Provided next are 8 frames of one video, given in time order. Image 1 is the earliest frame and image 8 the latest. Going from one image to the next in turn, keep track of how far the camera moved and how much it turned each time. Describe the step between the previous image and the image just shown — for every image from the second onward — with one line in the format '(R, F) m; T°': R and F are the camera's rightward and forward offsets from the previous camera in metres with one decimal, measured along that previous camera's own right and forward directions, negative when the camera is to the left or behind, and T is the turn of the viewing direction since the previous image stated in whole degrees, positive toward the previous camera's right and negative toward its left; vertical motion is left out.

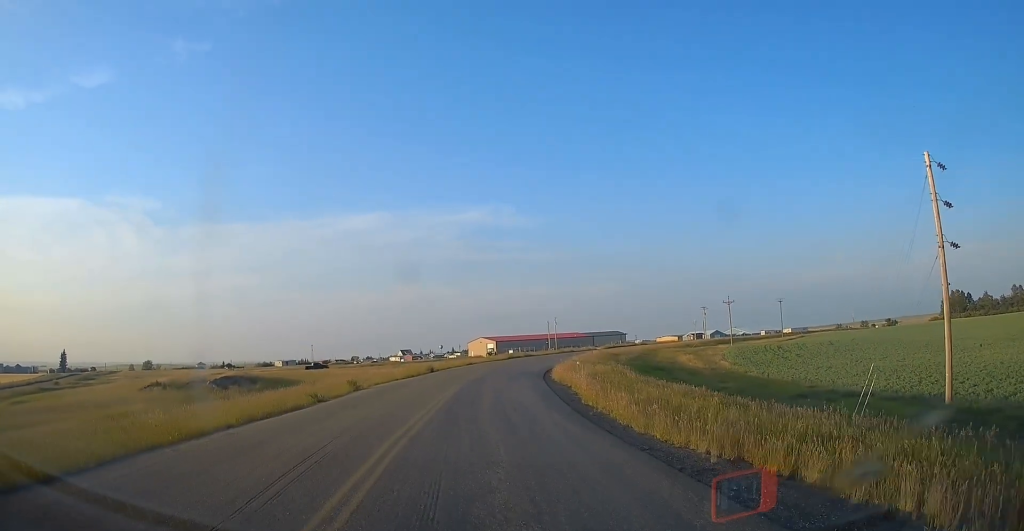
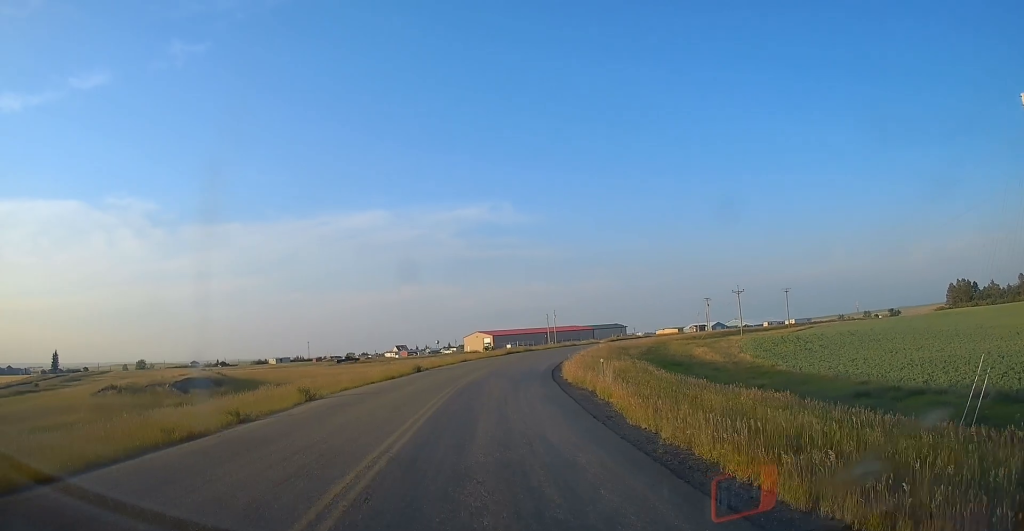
(0.0, +7.5) m; +2°
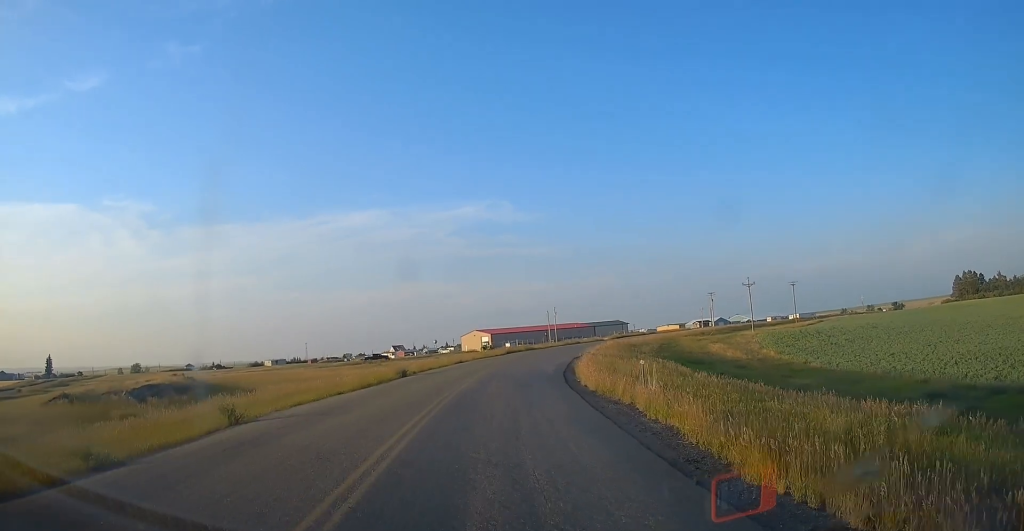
(+0.4, +6.7) m; 0°
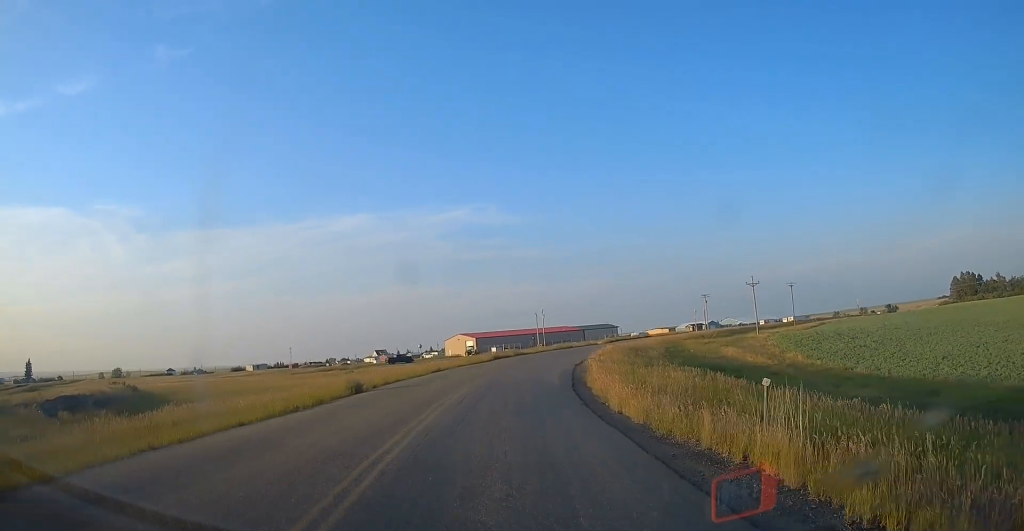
(-0.5, +8.9) m; -1°
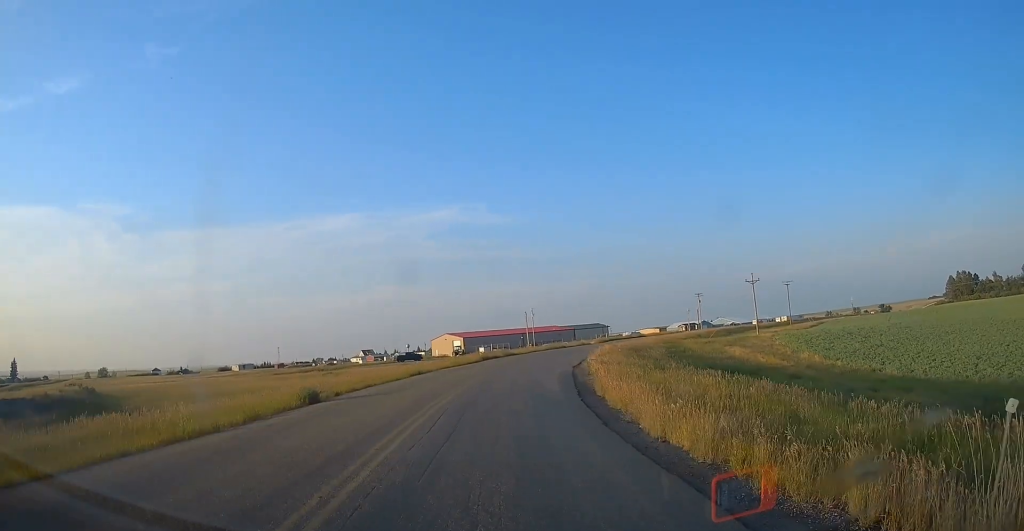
(+0.1, +5.1) m; +3°
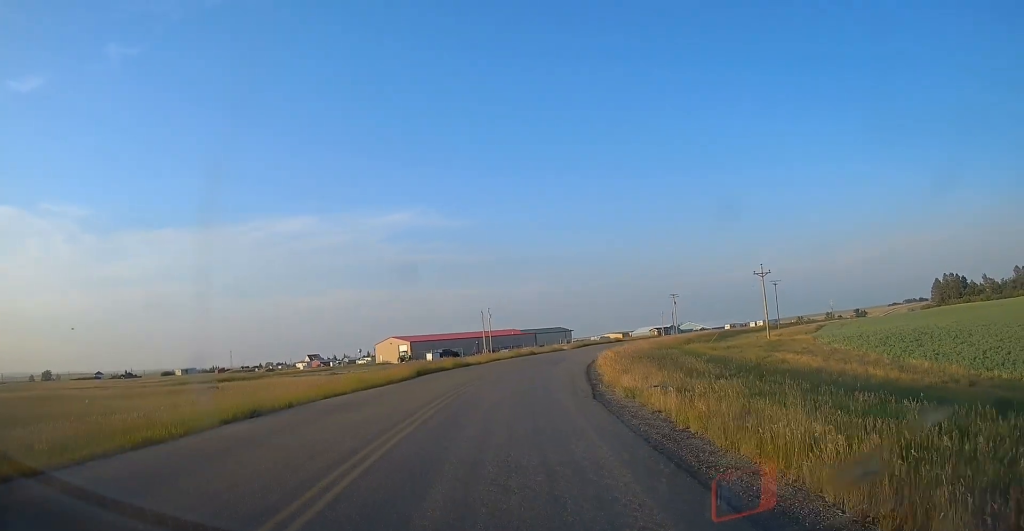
(+1.4, +21.3) m; +5°
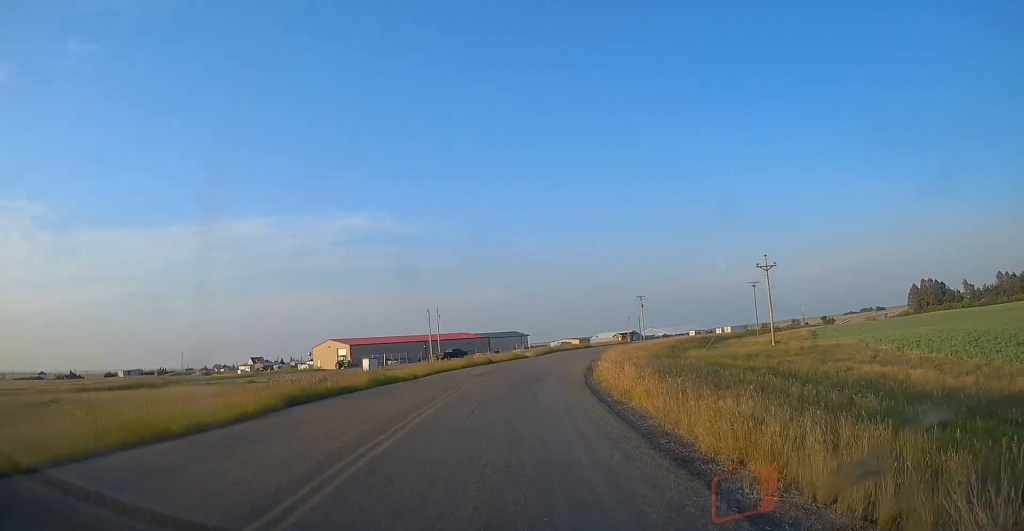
(+0.4, +16.0) m; +4°
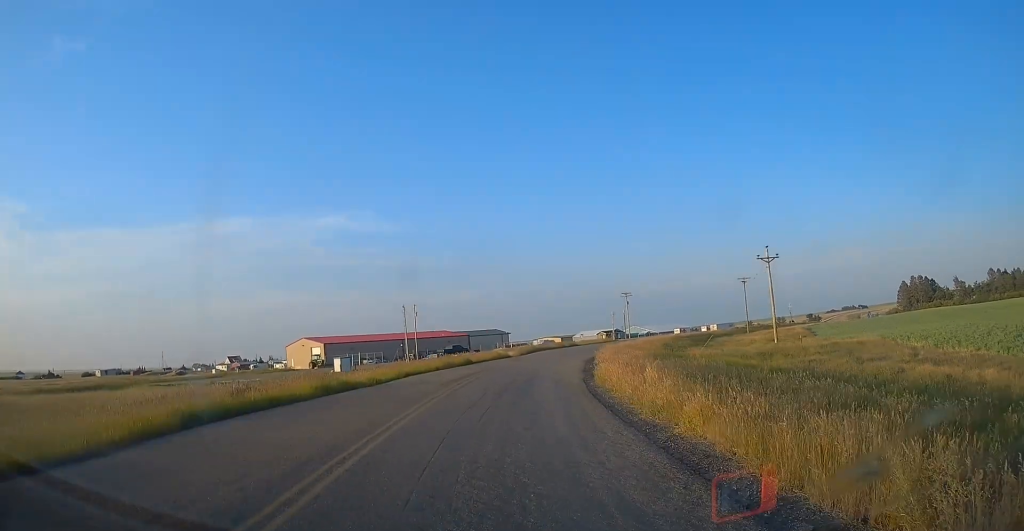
(+0.2, +5.8) m; +1°
